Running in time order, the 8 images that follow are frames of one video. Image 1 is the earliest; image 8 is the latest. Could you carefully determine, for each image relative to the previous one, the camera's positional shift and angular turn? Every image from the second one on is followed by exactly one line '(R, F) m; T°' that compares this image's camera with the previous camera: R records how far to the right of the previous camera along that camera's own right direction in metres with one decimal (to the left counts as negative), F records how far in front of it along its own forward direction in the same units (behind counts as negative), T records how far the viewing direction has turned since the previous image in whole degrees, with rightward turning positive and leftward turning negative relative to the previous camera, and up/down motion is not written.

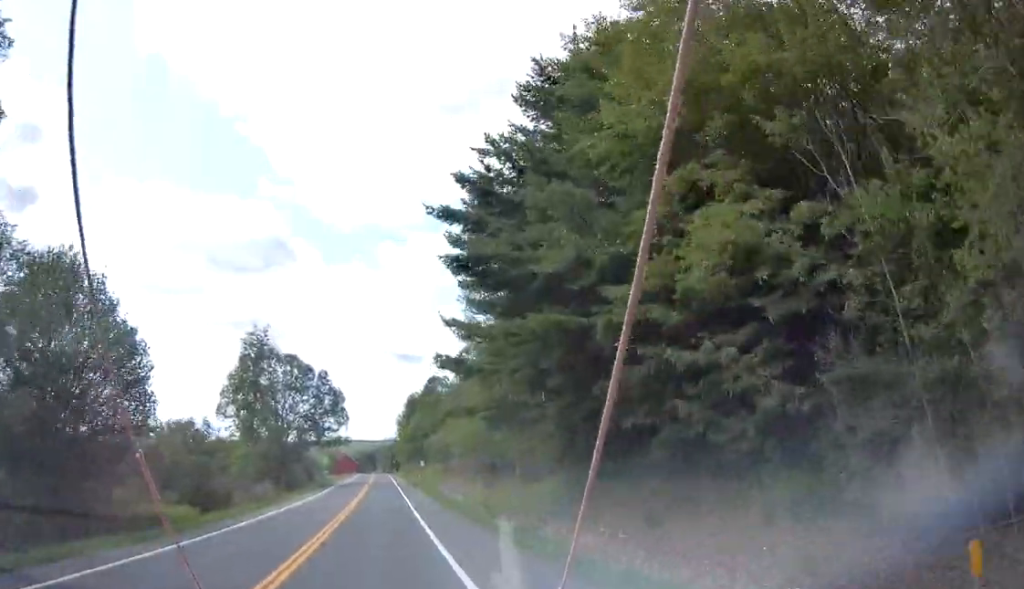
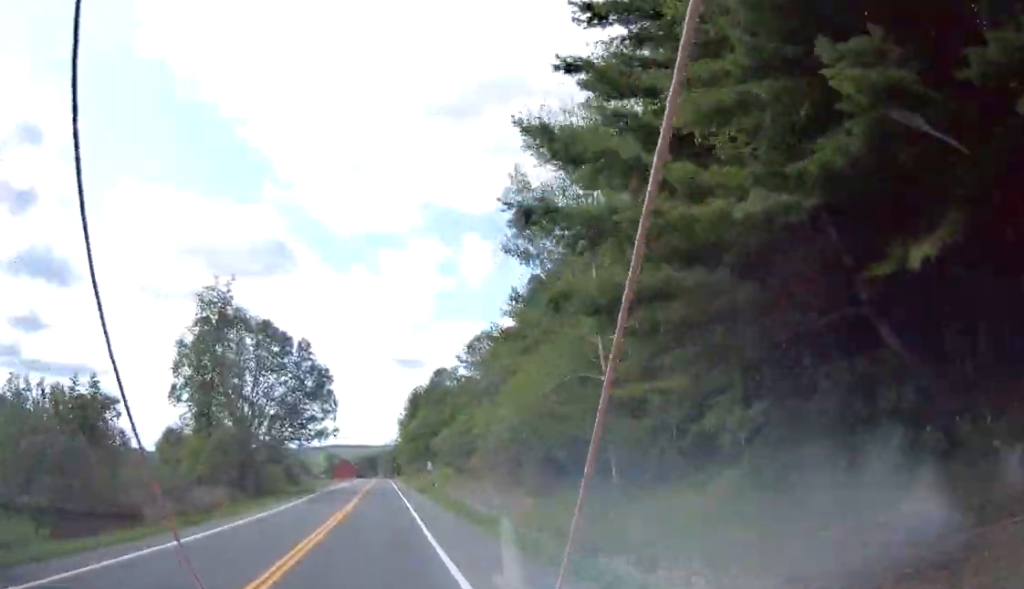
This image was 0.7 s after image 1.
(0.0, +17.6) m; 0°
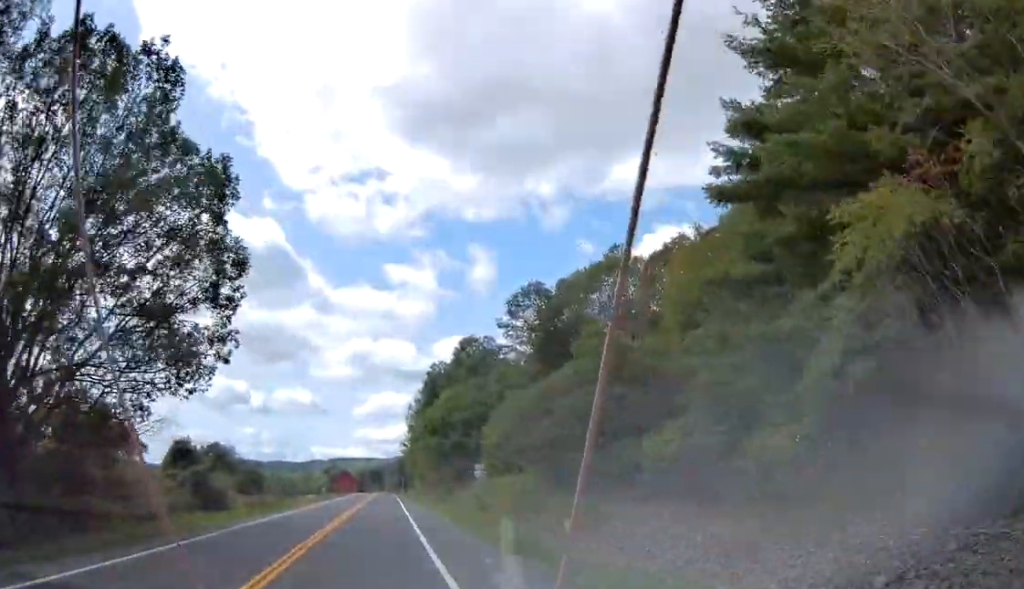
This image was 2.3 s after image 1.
(-0.3, +40.2) m; -1°
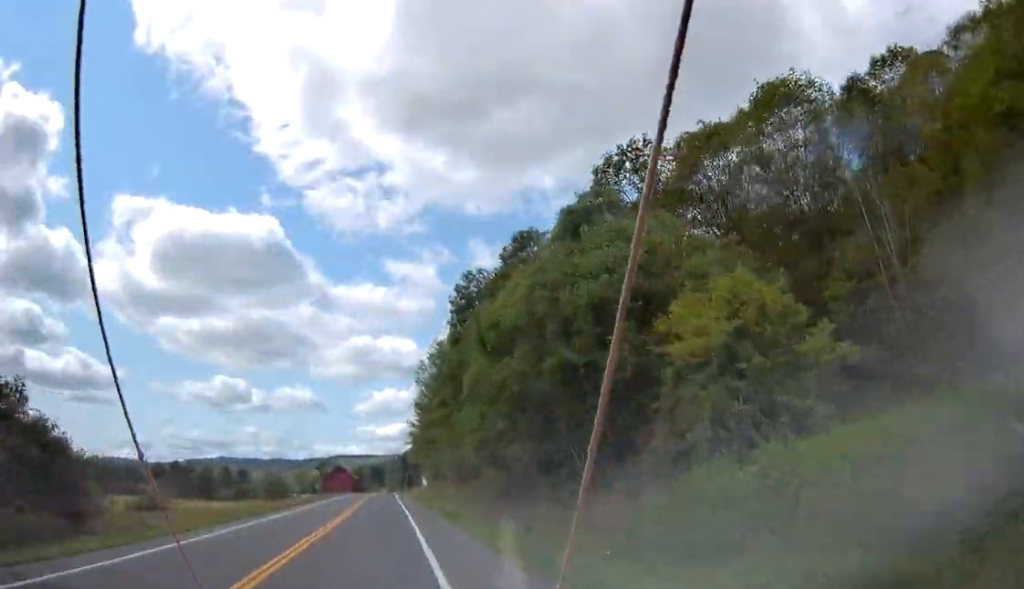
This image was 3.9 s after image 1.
(-0.3, +39.3) m; 0°
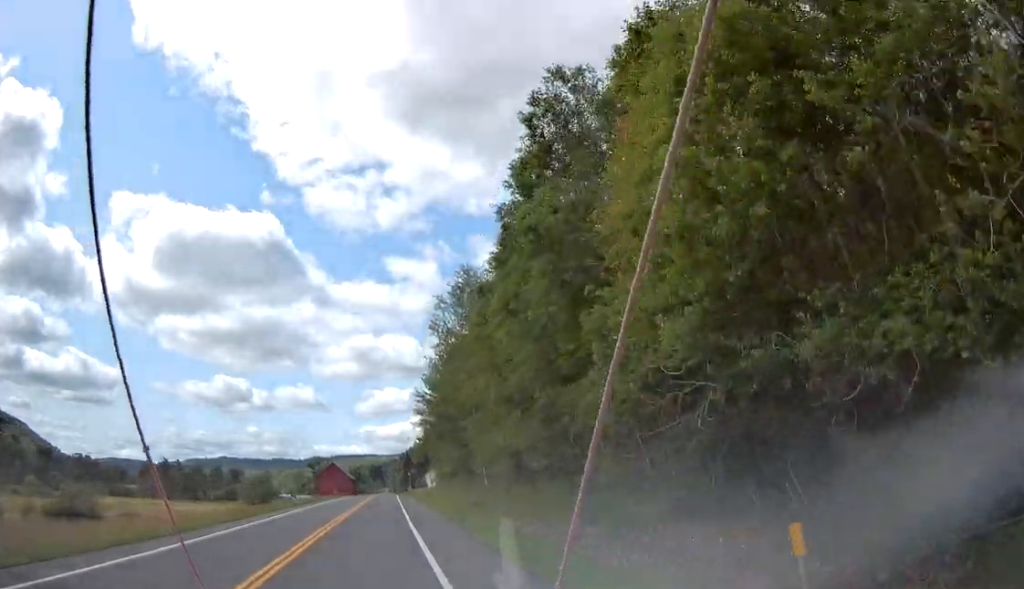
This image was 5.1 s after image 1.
(+0.2, +28.5) m; 0°
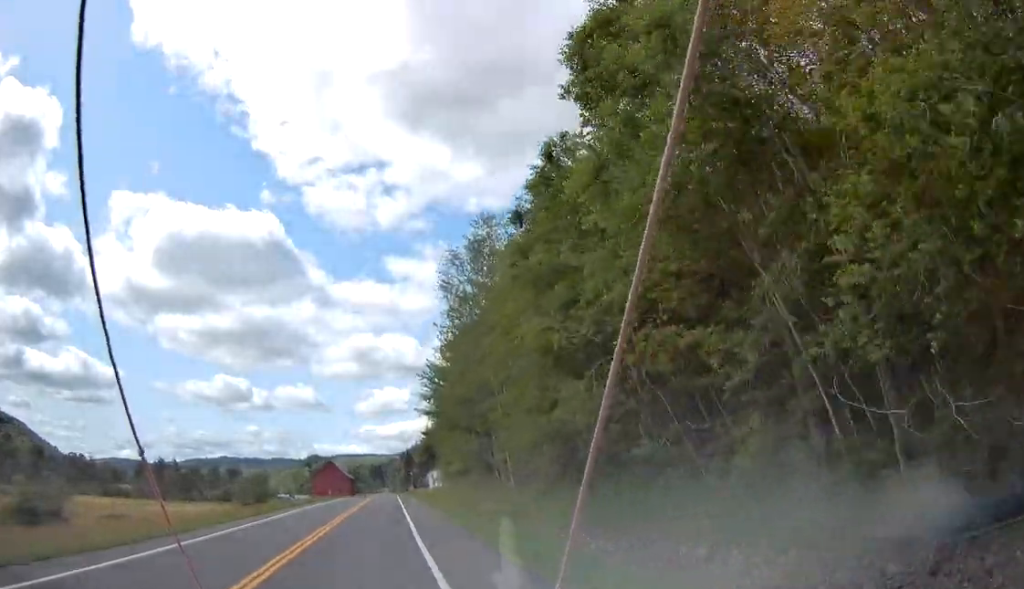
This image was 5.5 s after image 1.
(-0.1, +10.6) m; 0°
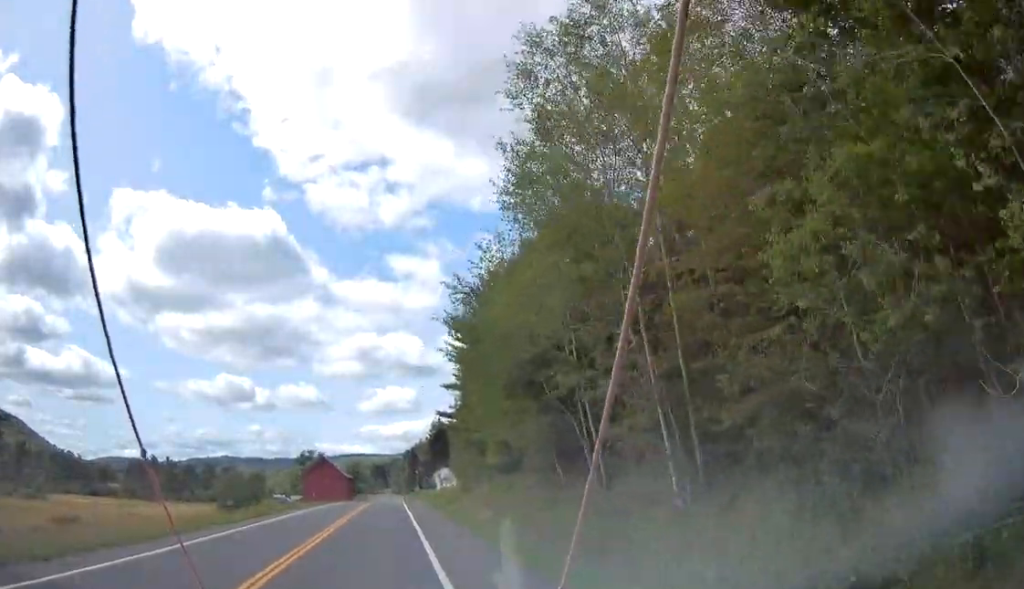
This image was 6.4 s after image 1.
(-0.1, +23.0) m; 0°
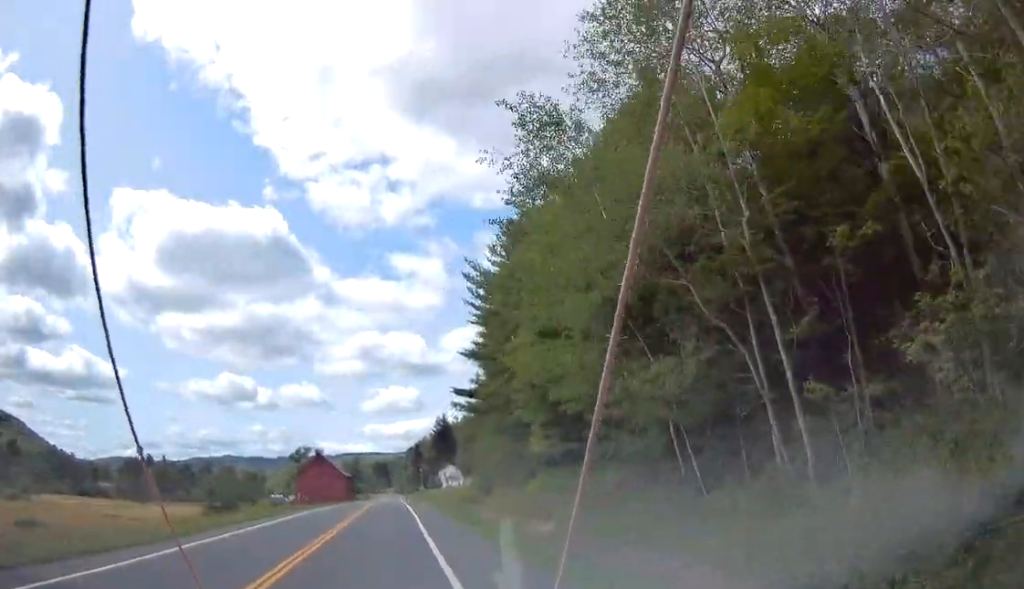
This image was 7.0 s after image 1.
(+0.1, +14.0) m; 0°
